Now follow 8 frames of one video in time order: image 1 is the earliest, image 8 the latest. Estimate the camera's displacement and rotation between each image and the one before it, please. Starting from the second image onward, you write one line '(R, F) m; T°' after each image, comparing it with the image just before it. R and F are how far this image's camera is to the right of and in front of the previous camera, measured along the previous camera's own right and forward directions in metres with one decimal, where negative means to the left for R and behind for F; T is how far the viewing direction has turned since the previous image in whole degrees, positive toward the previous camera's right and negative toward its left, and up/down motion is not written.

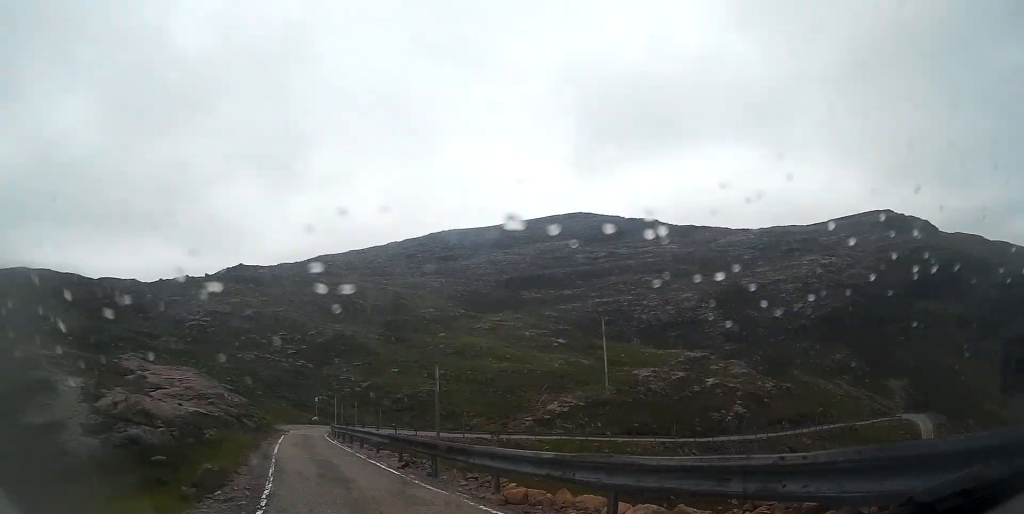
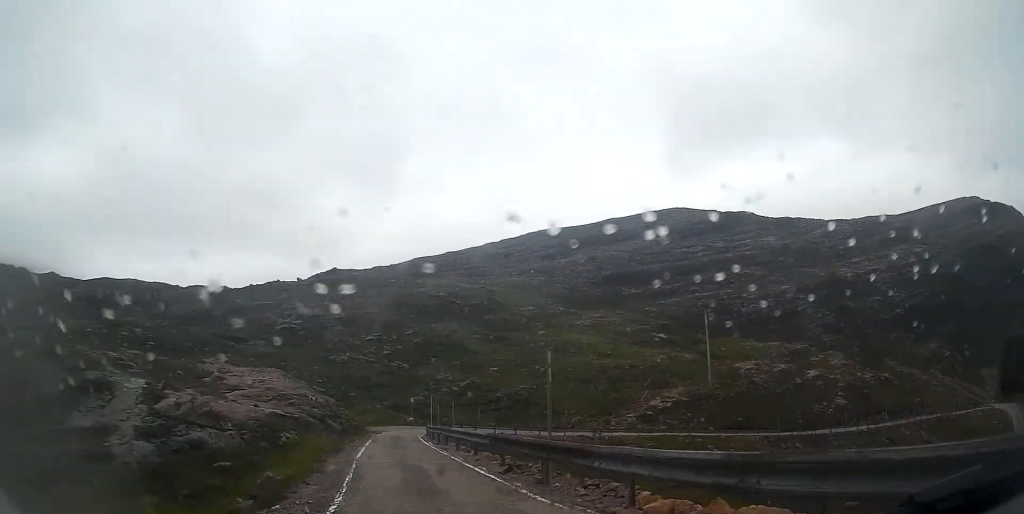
(-0.1, +1.9) m; -4°
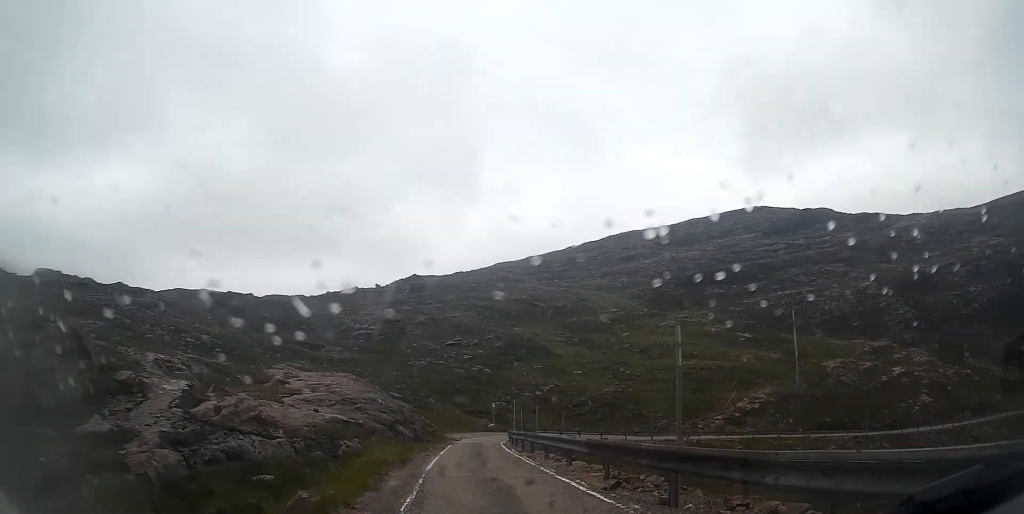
(-0.1, +2.4) m; -2°
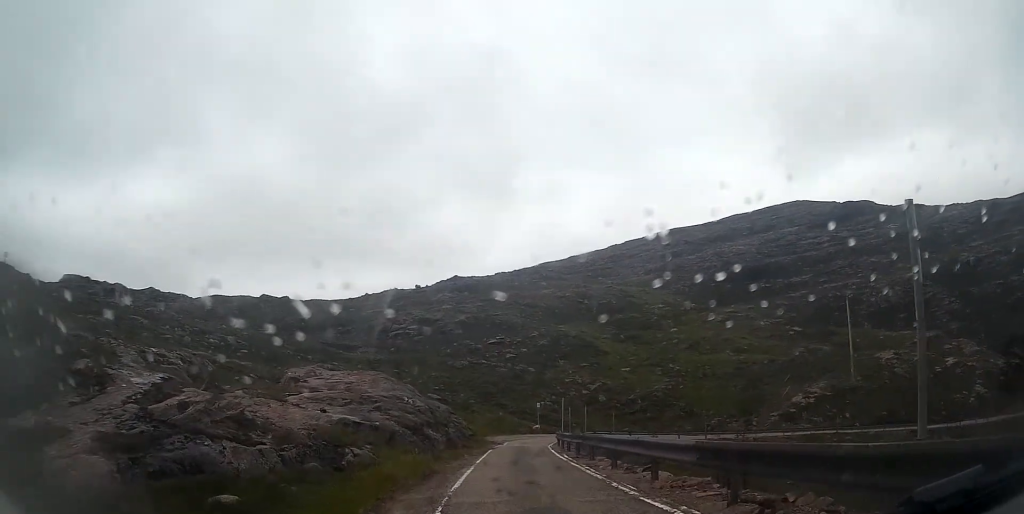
(-0.1, +3.5) m; -2°
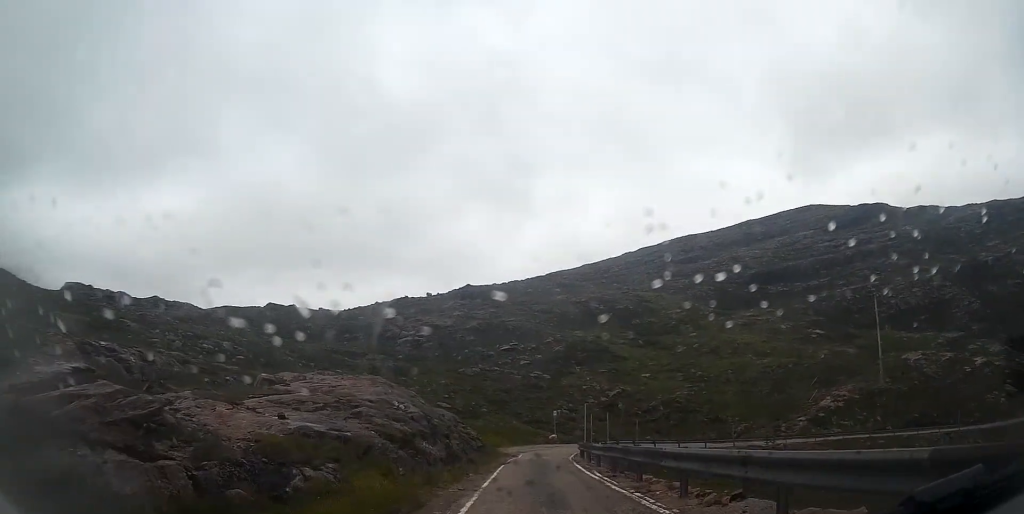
(0.0, +3.9) m; -2°
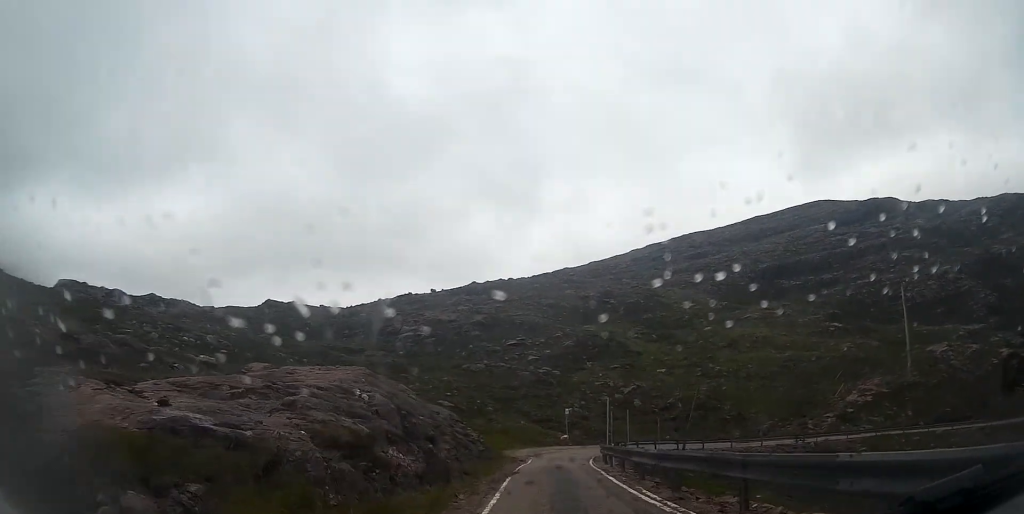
(-0.2, +4.9) m; -1°
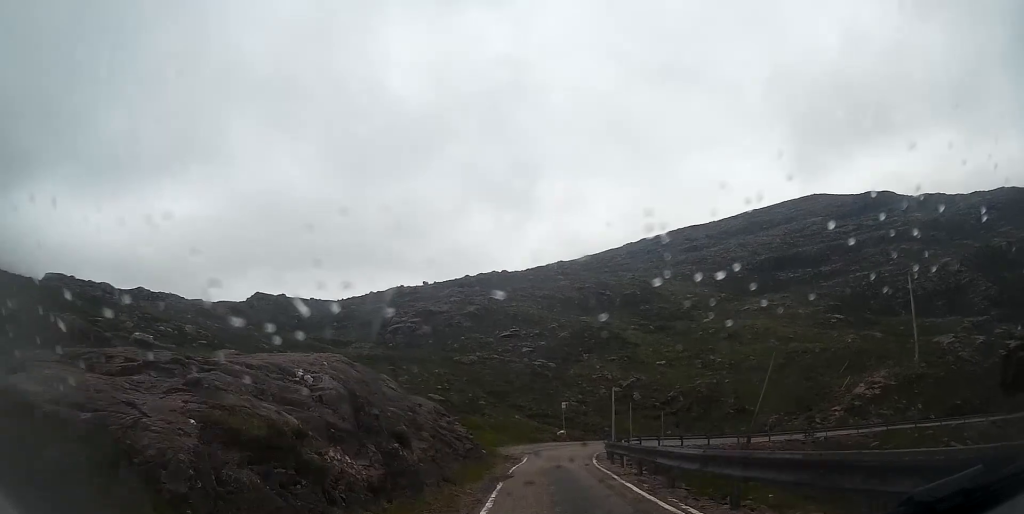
(0.0, +2.9) m; 0°
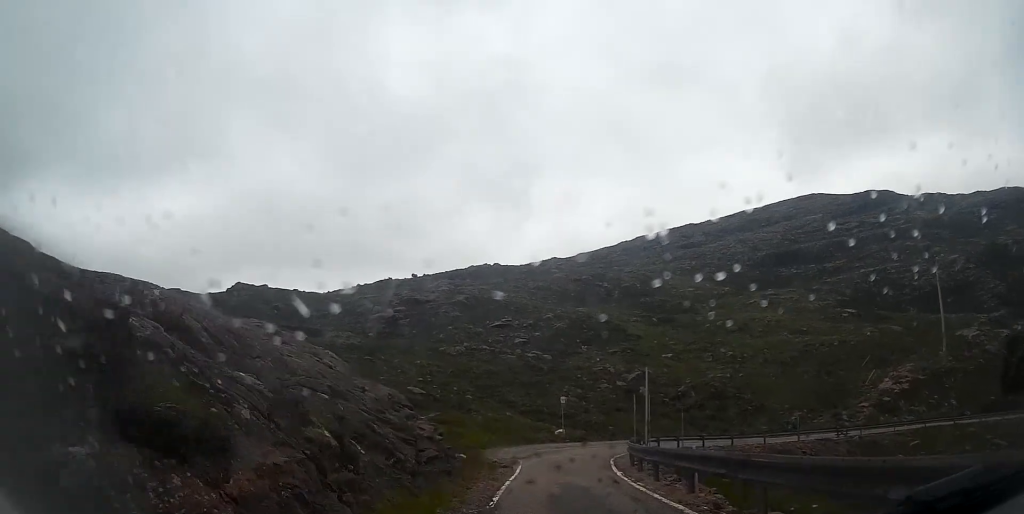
(0.0, +7.0) m; +2°
